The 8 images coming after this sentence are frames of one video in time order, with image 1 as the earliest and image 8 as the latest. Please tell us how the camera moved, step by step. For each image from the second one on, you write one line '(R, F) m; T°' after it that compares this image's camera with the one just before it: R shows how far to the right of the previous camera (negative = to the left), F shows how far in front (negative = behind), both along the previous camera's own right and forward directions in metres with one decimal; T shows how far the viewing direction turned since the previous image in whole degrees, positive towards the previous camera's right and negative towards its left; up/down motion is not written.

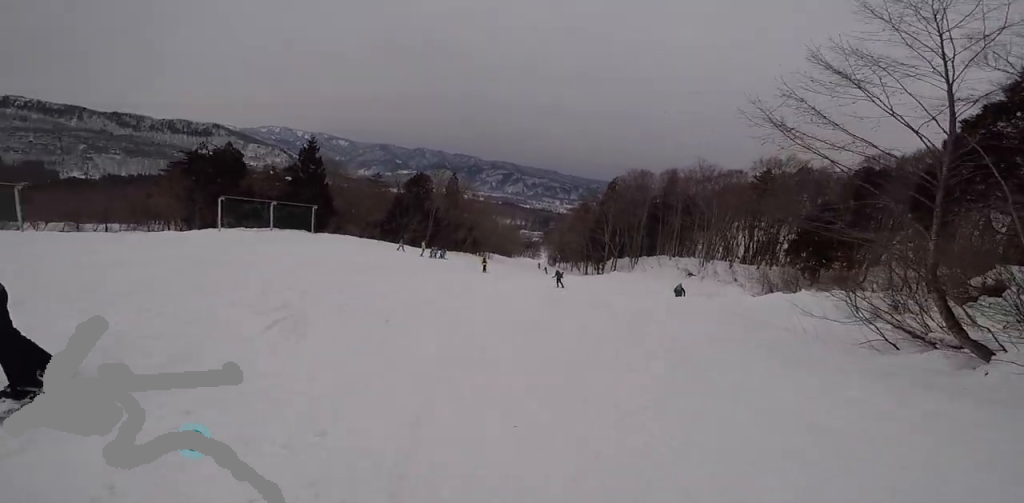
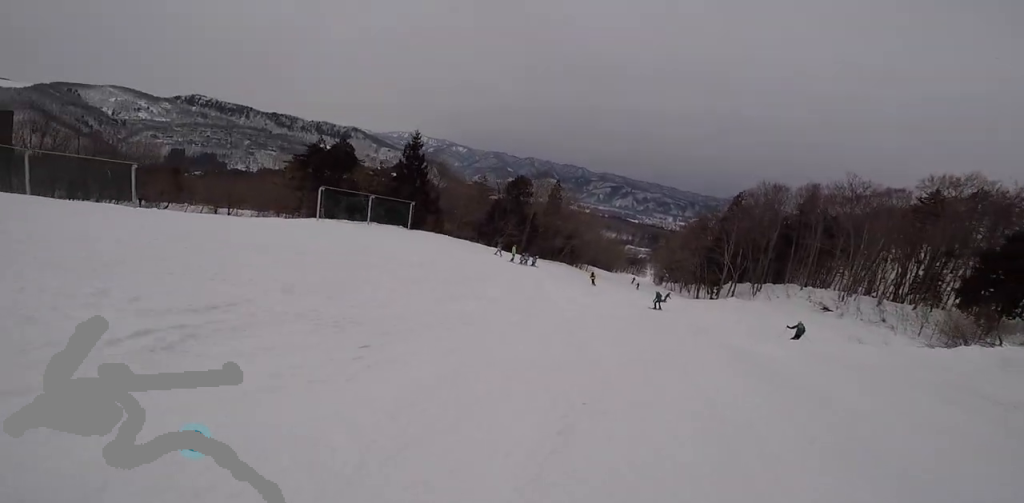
(0.0, +3.4) m; -15°
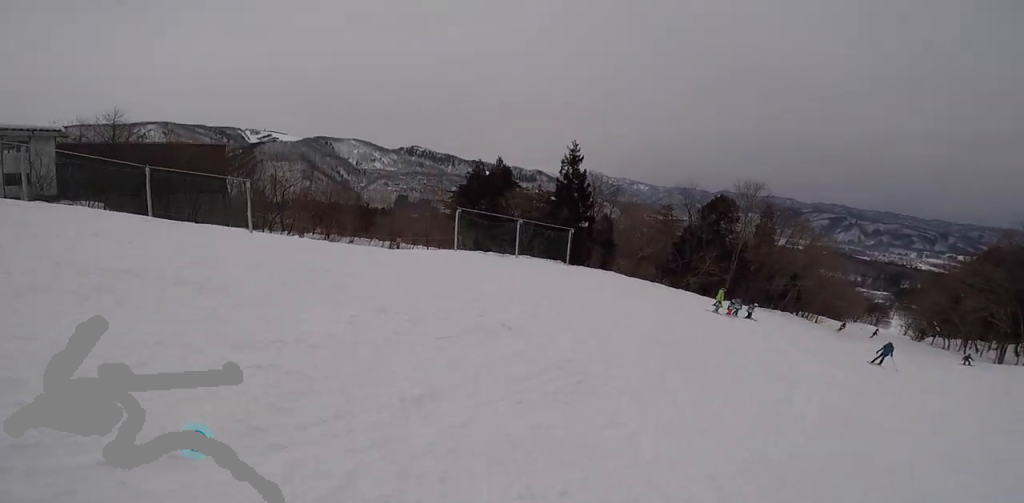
(-2.8, +7.4) m; -19°
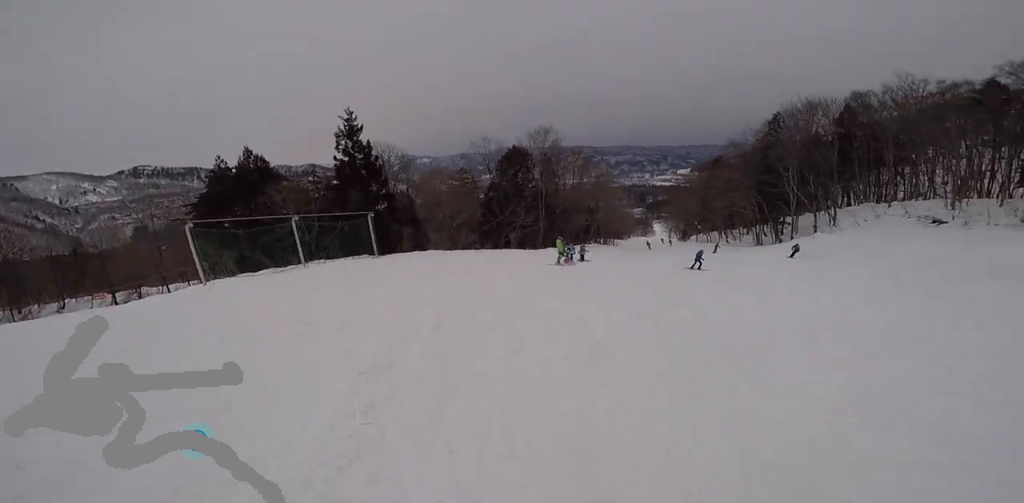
(+0.7, +4.7) m; +14°
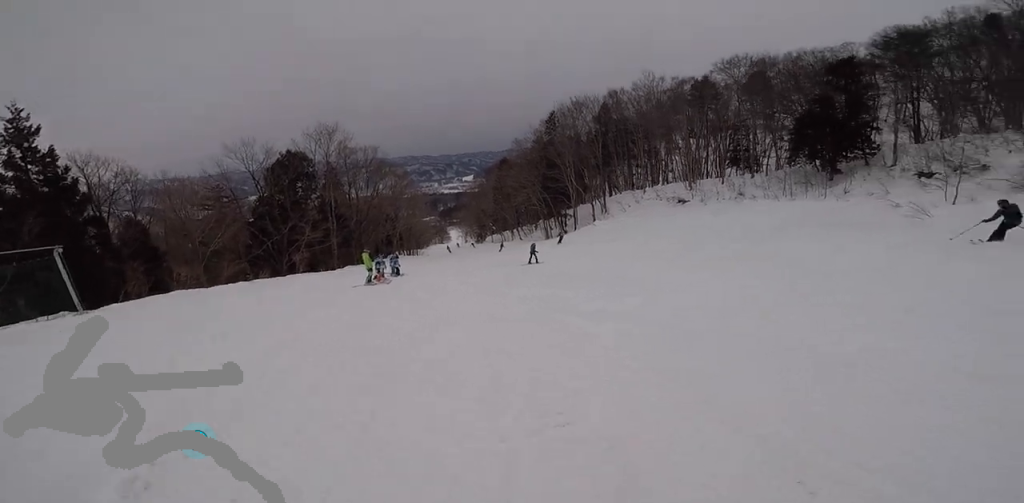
(0.0, +3.7) m; +25°
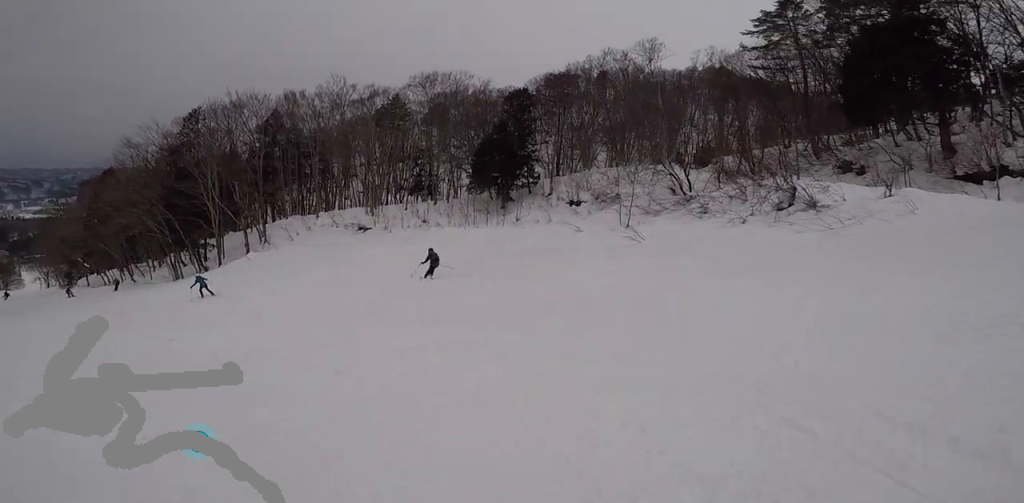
(+5.5, +6.8) m; +40°
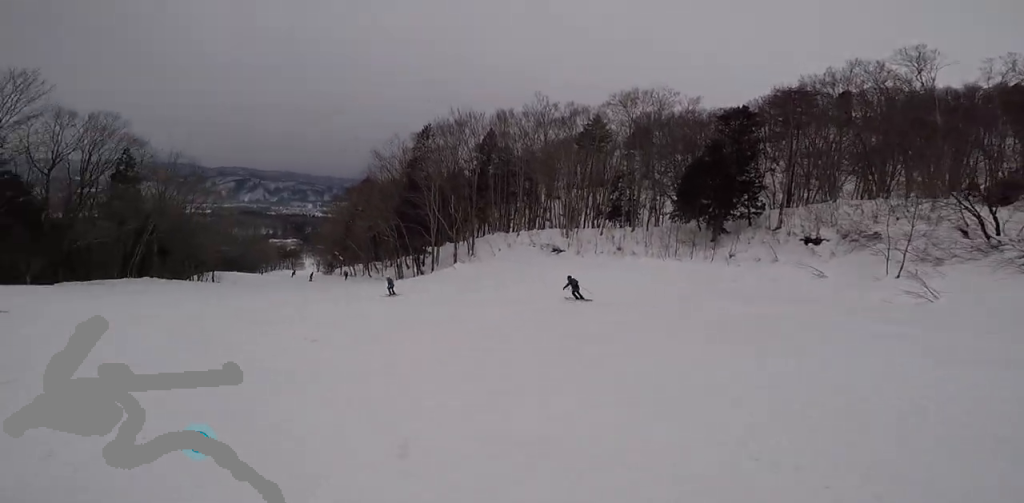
(-0.1, +2.5) m; -10°
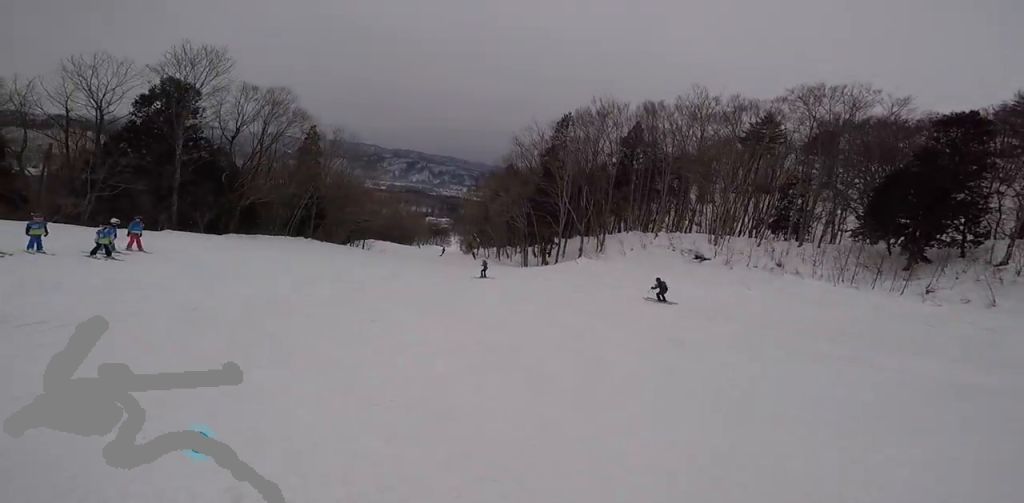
(-0.4, +2.3) m; -12°
